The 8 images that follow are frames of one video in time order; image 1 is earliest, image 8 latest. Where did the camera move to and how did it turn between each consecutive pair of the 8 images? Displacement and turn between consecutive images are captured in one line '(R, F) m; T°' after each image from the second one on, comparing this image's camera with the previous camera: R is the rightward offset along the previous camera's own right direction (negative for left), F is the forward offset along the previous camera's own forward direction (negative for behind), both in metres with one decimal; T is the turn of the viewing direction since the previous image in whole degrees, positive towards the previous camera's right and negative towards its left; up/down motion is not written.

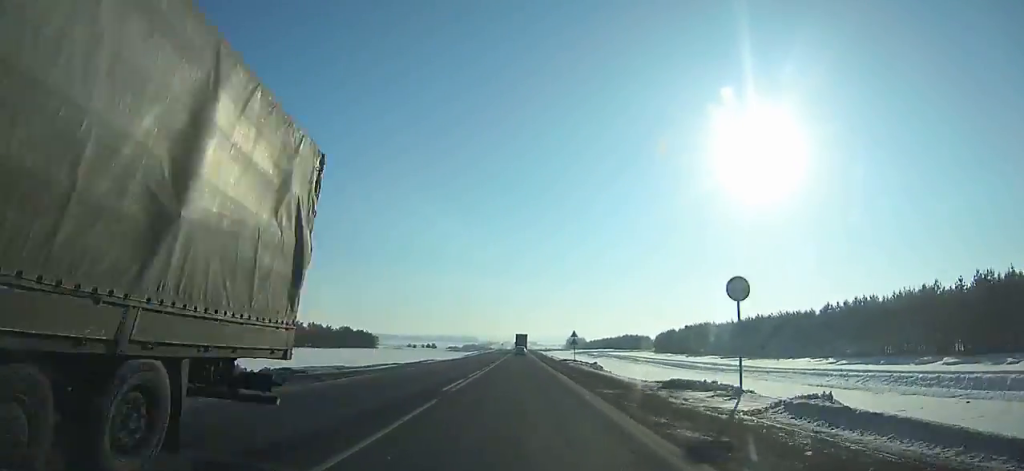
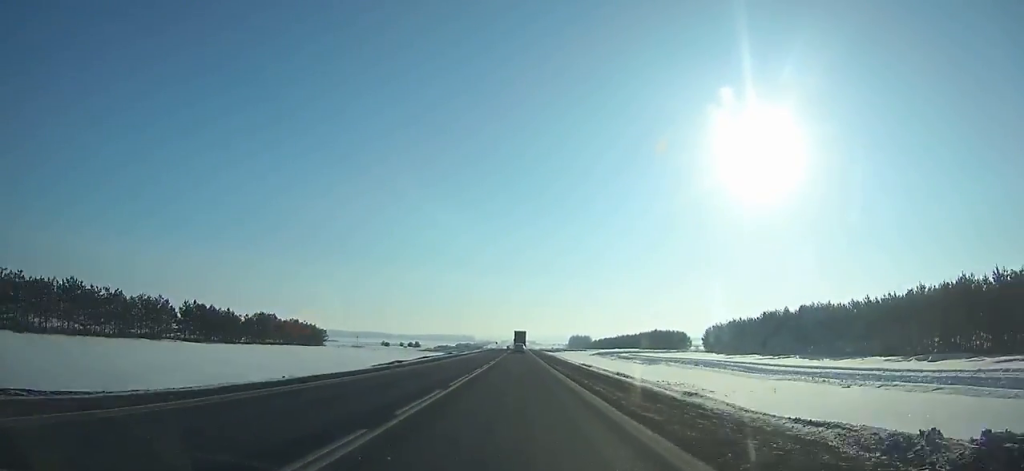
(+0.1, +61.9) m; 0°
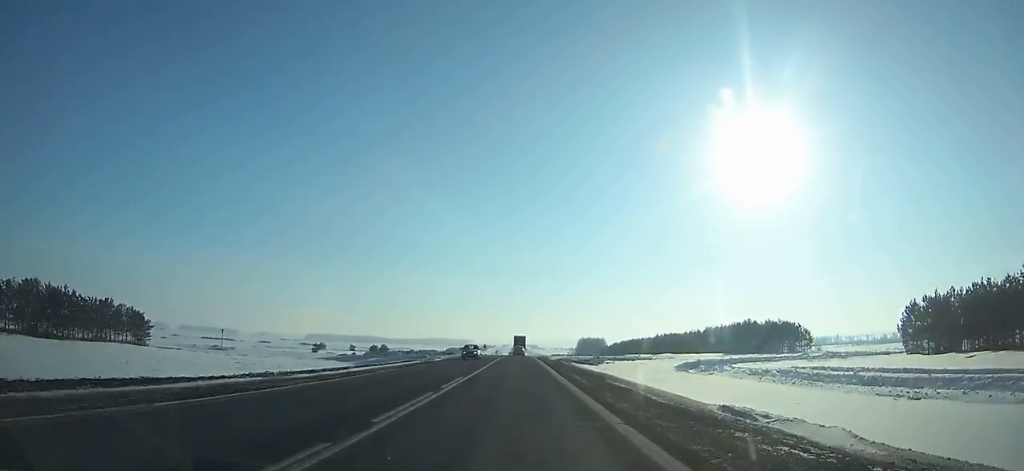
(0.0, +89.4) m; 0°
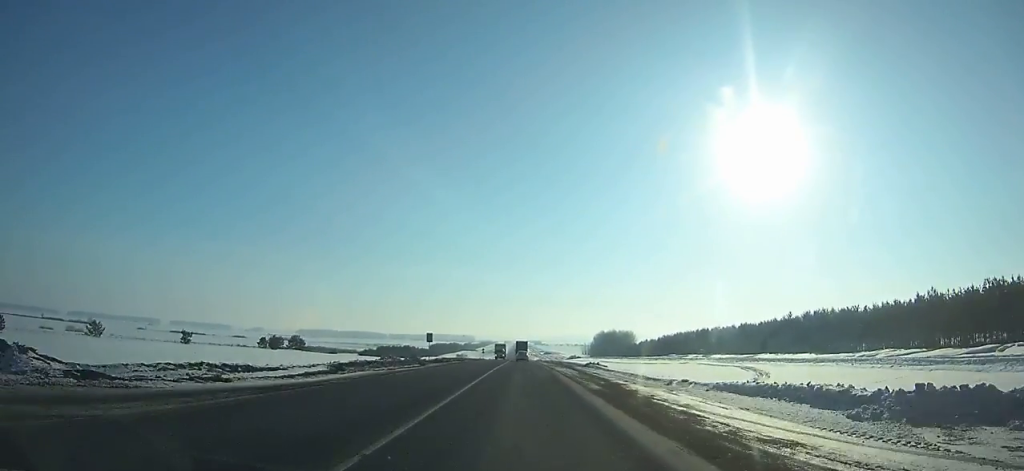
(-0.1, +111.1) m; 0°
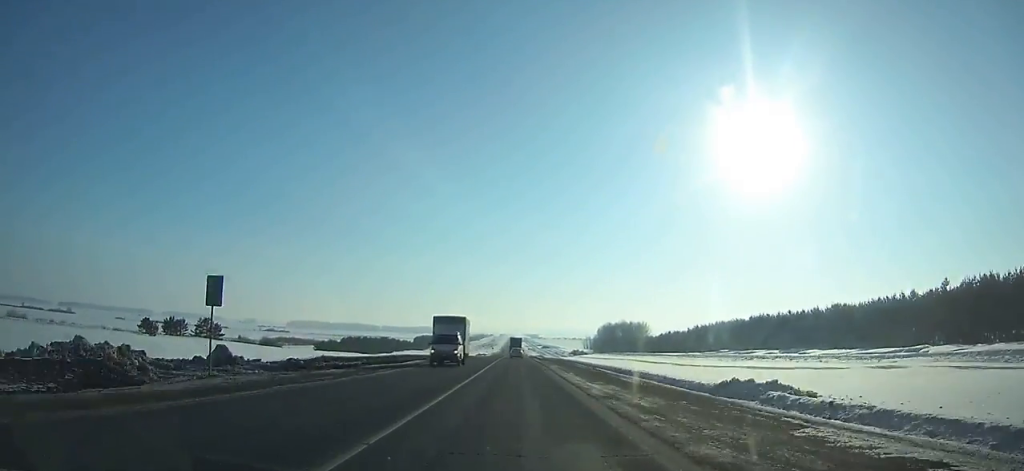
(0.0, +46.7) m; 0°
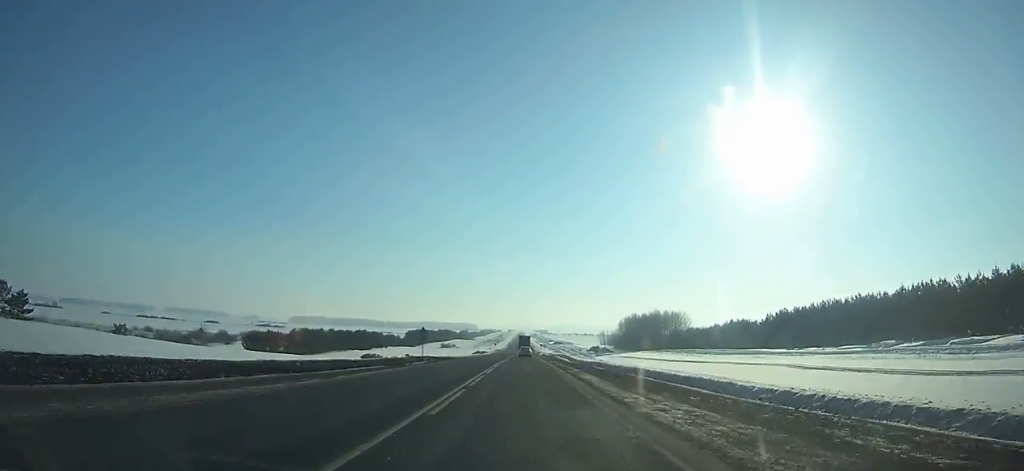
(-0.2, +56.2) m; 0°
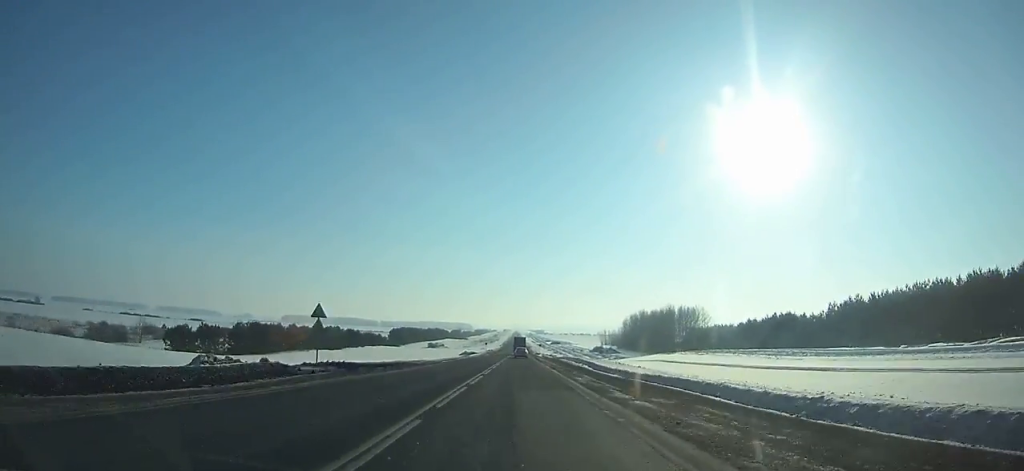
(+0.1, +30.5) m; 0°
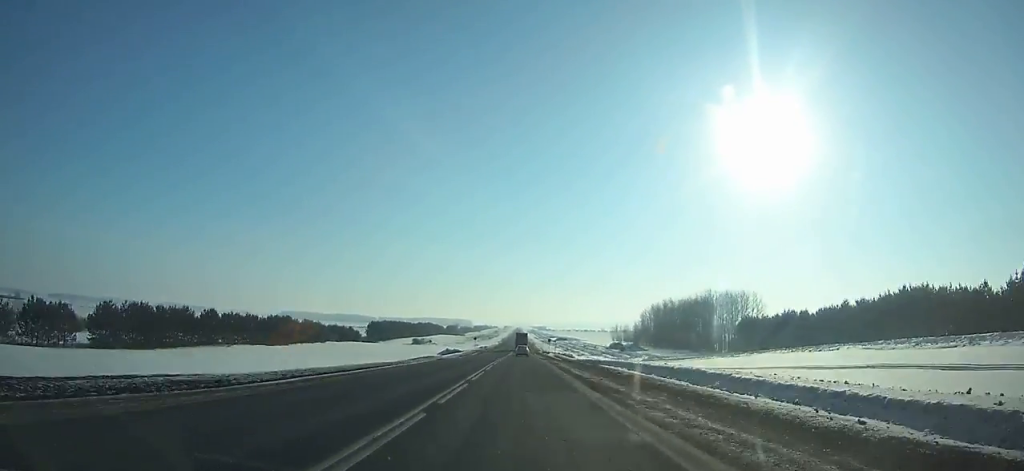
(+0.1, +47.0) m; 0°
